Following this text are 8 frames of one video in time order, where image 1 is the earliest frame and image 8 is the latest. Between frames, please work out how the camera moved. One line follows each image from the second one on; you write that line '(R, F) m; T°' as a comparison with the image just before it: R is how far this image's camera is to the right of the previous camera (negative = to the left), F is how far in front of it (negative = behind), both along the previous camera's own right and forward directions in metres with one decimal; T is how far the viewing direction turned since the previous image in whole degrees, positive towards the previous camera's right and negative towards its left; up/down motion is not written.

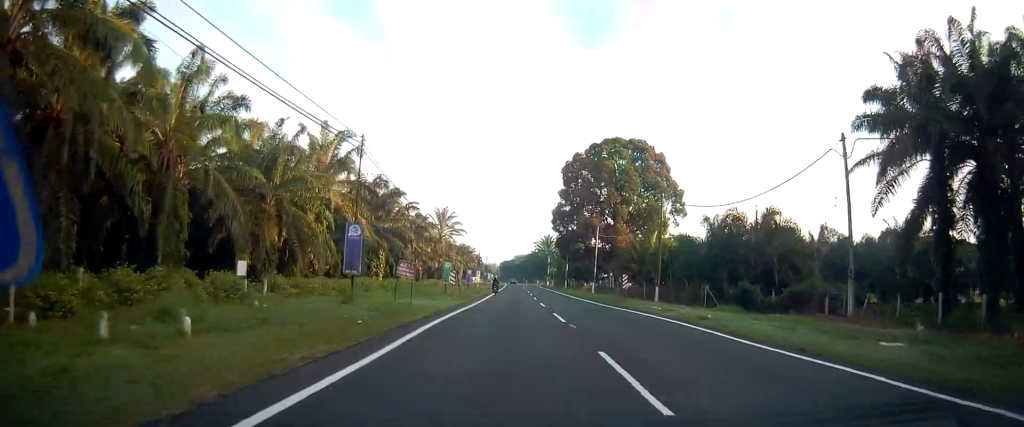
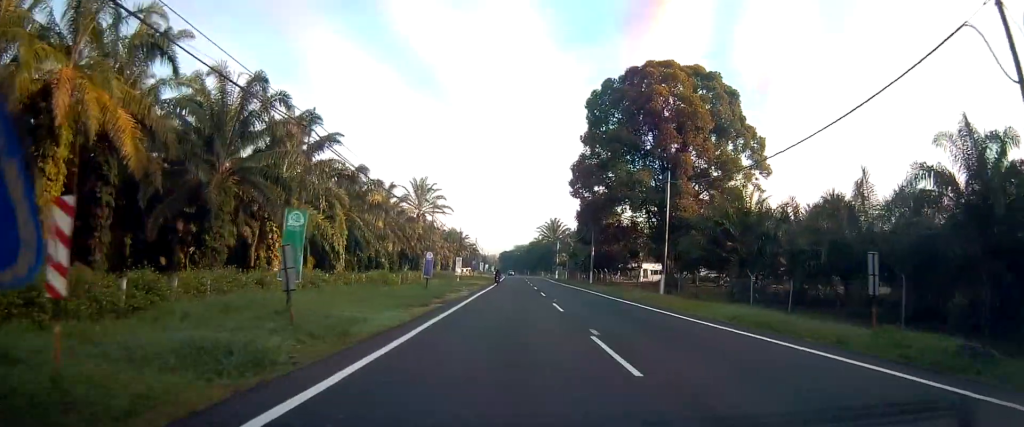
(-0.2, +33.8) m; 0°
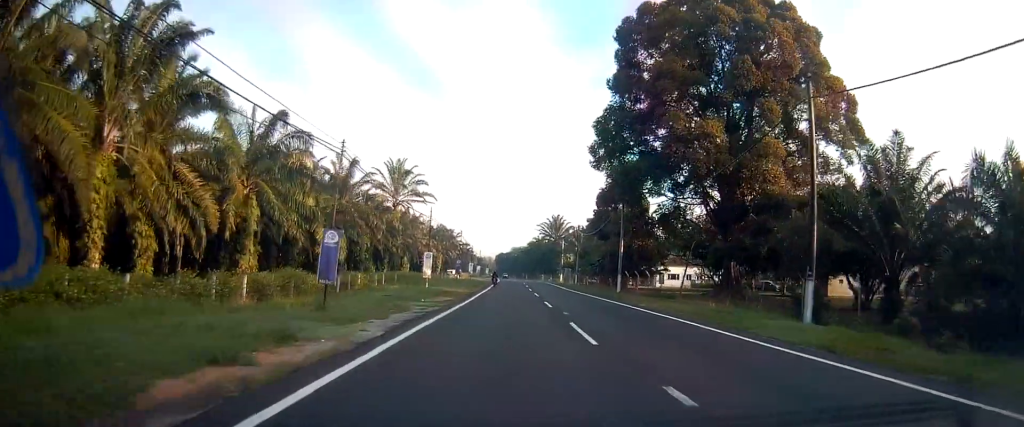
(+0.7, +20.5) m; 0°
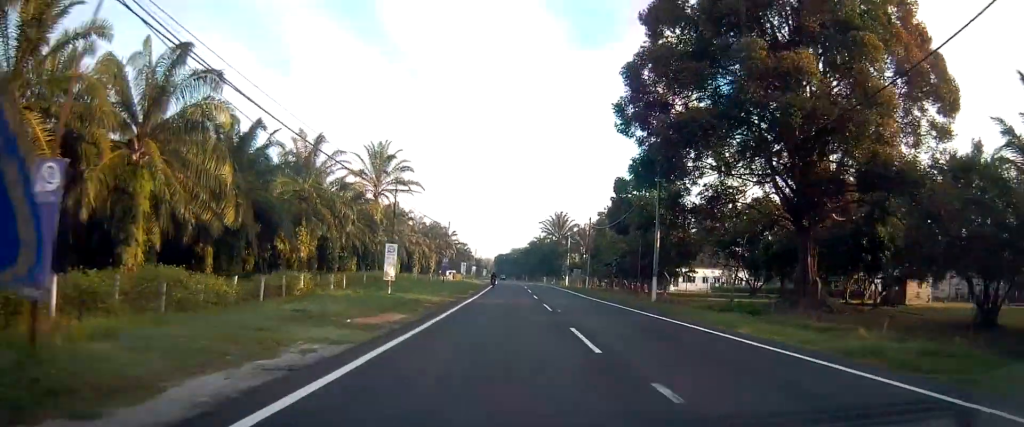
(-0.5, +12.7) m; 0°
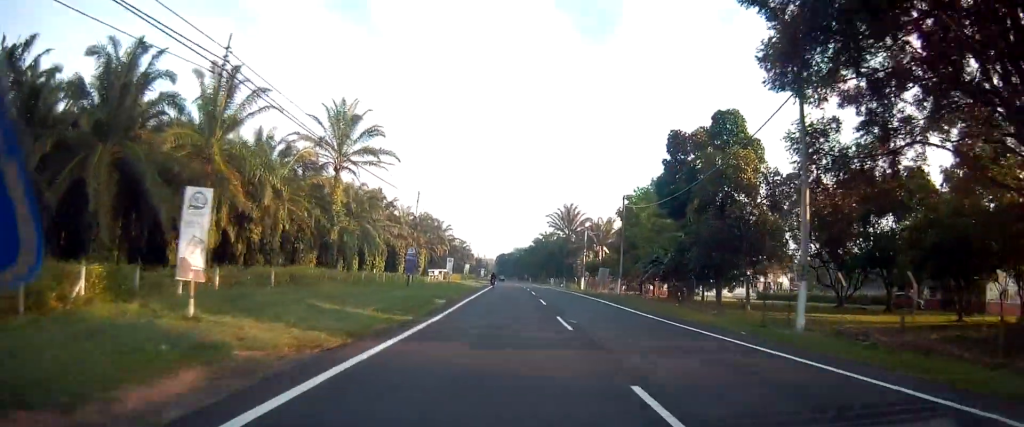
(+0.4, +19.4) m; 0°
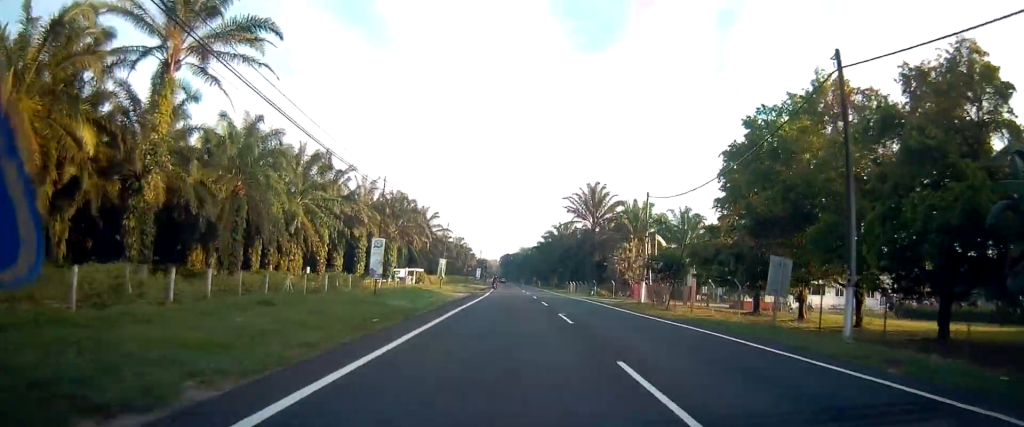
(-0.8, +34.0) m; -2°
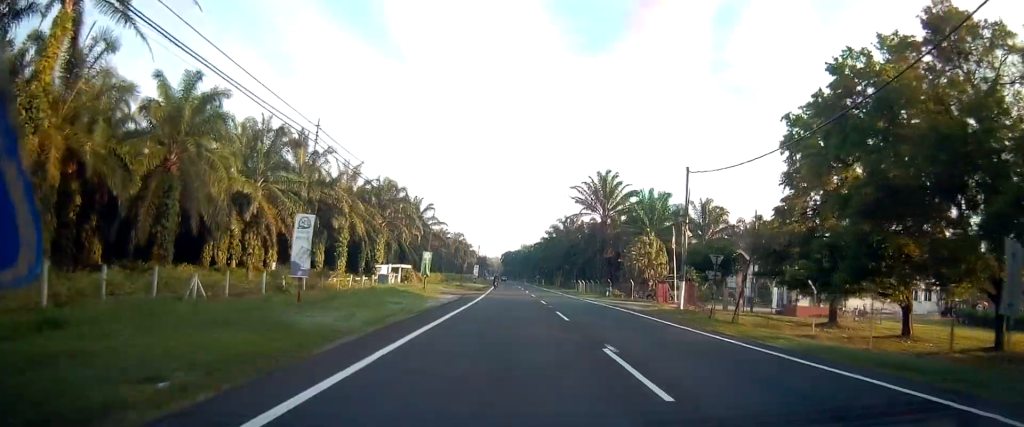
(0.0, +10.1) m; 0°
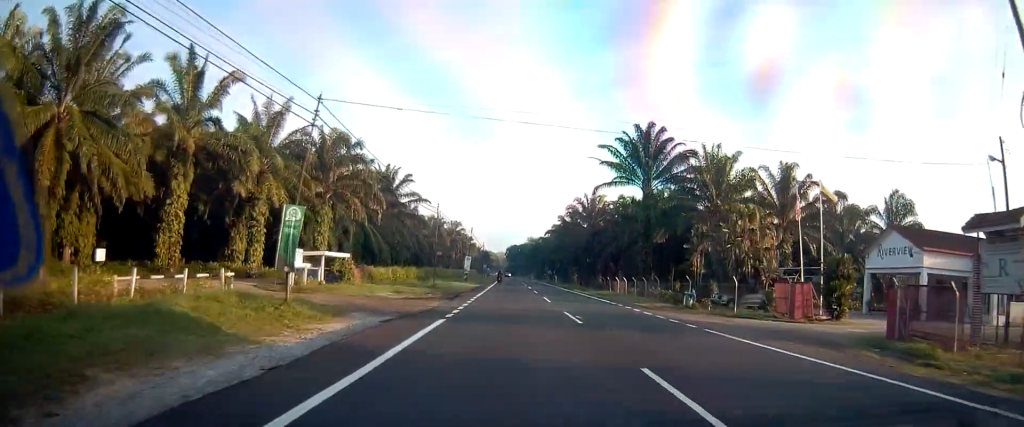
(0.0, +26.5) m; 0°
